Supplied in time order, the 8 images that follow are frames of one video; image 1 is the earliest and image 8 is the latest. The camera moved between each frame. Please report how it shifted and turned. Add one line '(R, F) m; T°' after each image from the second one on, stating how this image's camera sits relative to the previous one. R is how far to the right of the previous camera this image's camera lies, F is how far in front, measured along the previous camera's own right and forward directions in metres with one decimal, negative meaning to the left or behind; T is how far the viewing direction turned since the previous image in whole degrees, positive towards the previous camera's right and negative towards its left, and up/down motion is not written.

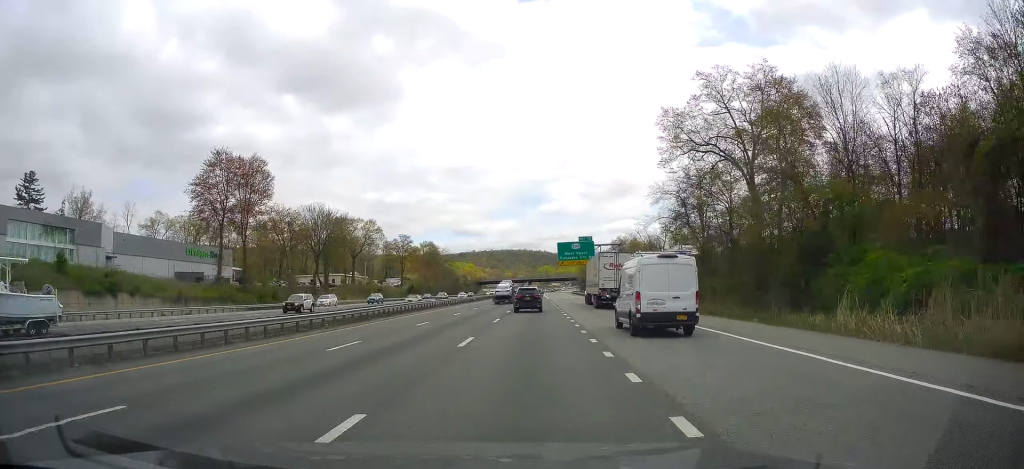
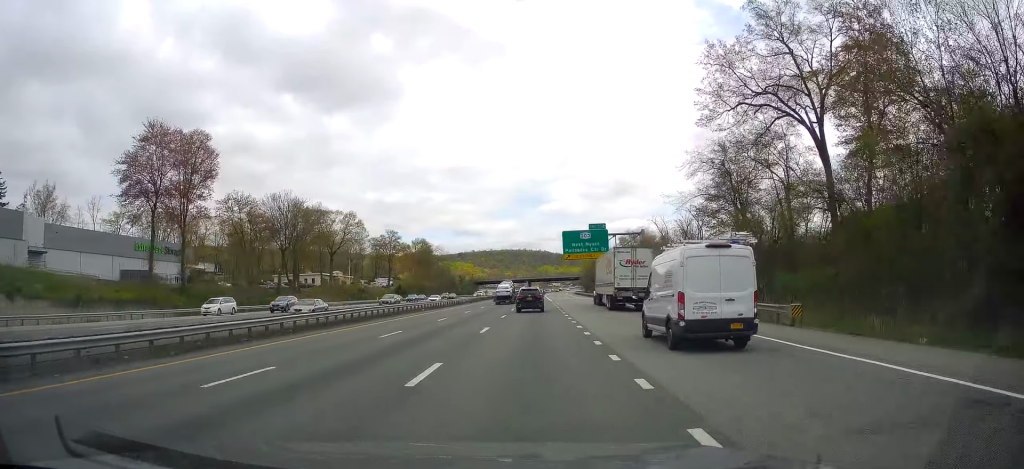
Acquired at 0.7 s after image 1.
(0.0, +18.7) m; 0°
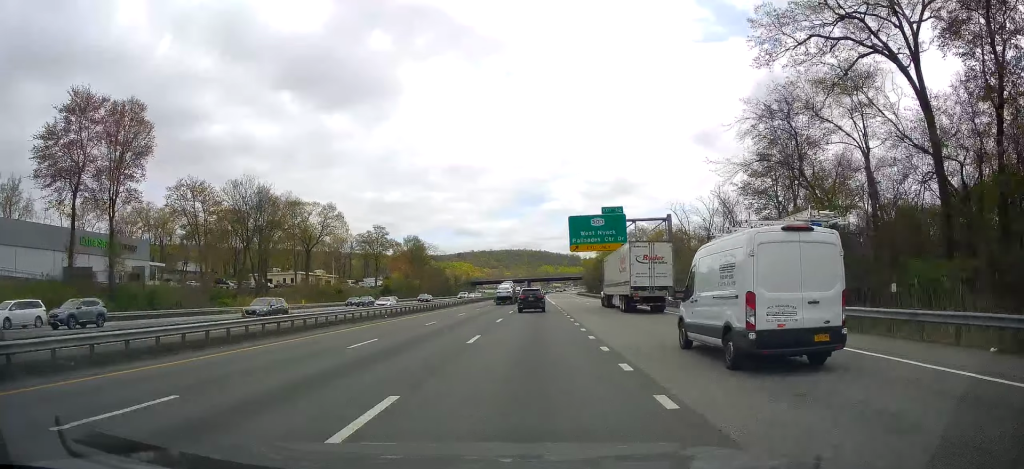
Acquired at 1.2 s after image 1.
(0.0, +15.9) m; 0°
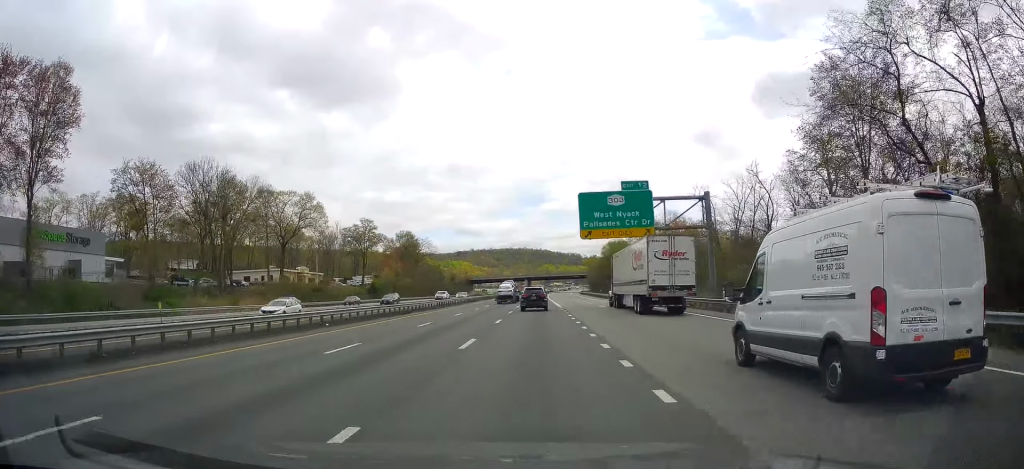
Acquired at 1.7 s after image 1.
(+0.1, +14.1) m; -1°
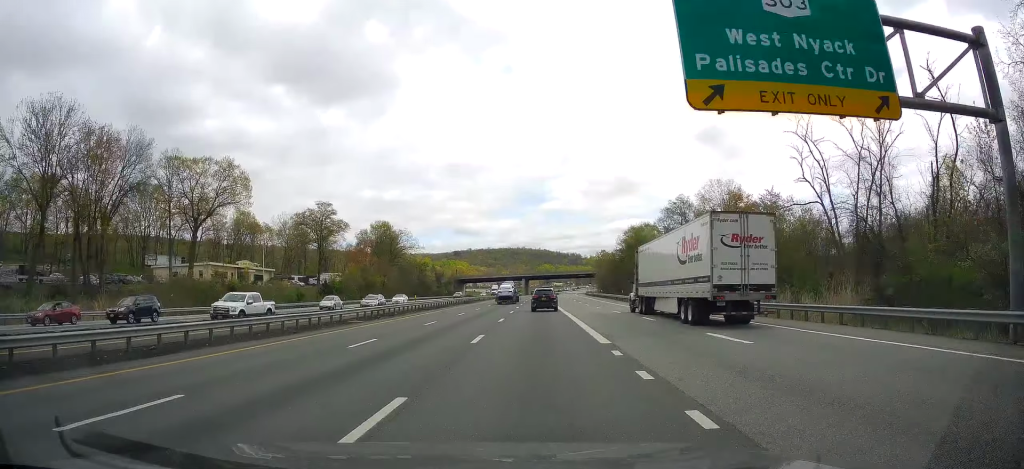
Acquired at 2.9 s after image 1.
(-0.5, +34.3) m; 0°
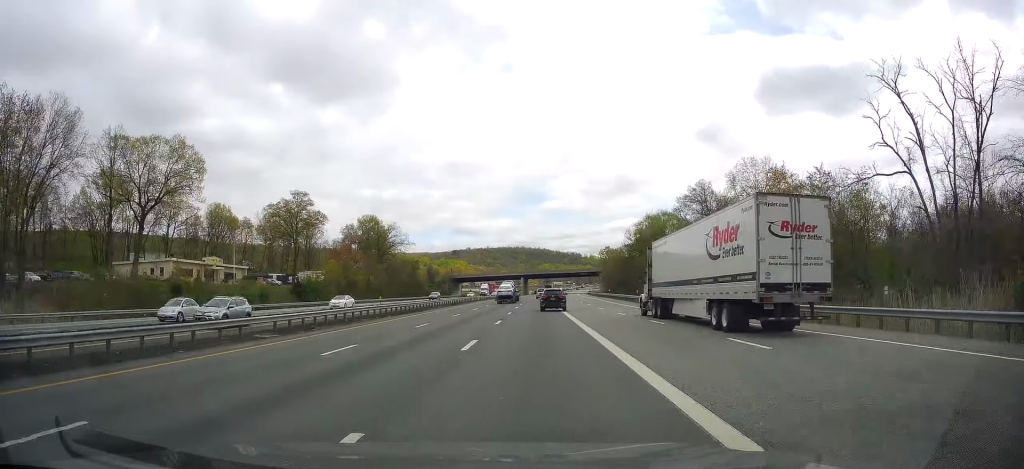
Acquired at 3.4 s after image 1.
(+0.2, +14.4) m; 0°
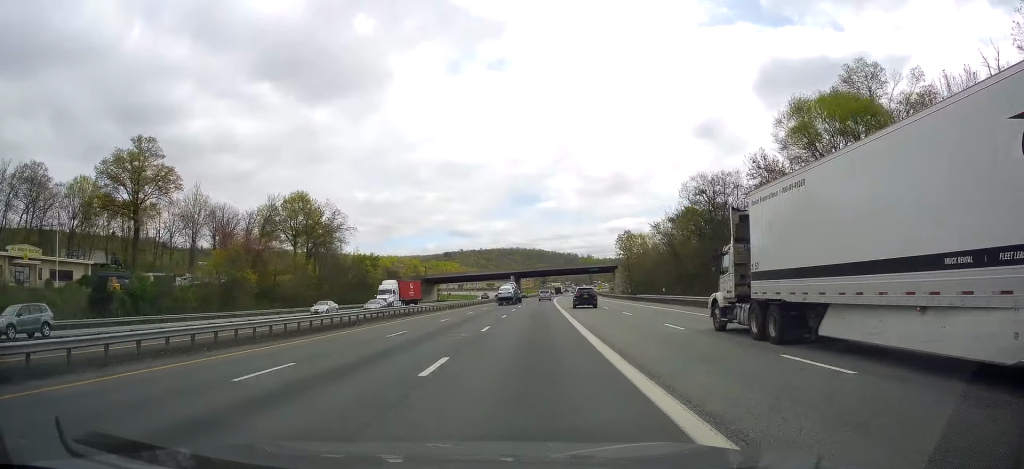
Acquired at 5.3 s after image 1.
(-0.4, +53.1) m; -1°
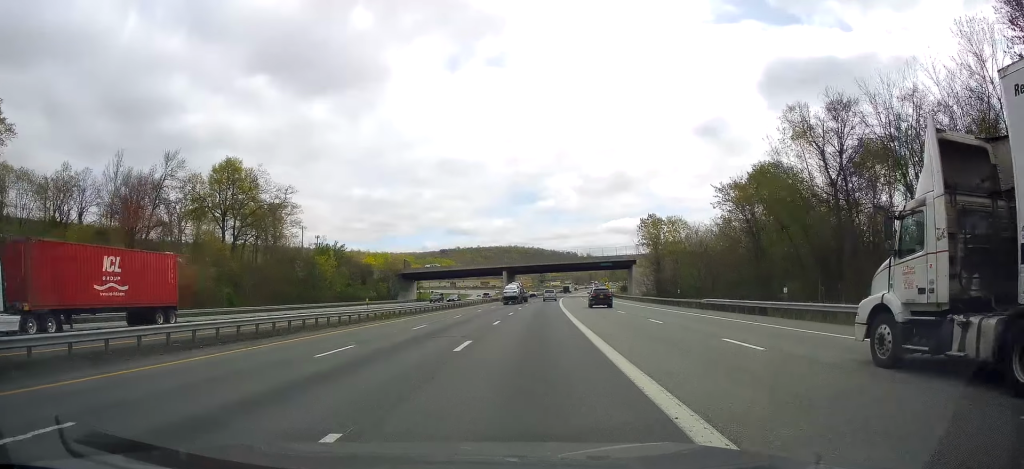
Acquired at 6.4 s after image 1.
(+0.3, +32.0) m; +2°
